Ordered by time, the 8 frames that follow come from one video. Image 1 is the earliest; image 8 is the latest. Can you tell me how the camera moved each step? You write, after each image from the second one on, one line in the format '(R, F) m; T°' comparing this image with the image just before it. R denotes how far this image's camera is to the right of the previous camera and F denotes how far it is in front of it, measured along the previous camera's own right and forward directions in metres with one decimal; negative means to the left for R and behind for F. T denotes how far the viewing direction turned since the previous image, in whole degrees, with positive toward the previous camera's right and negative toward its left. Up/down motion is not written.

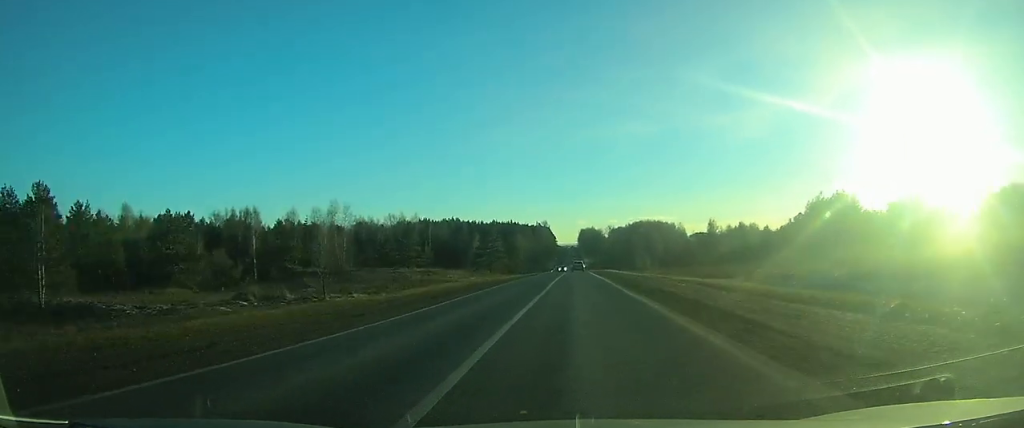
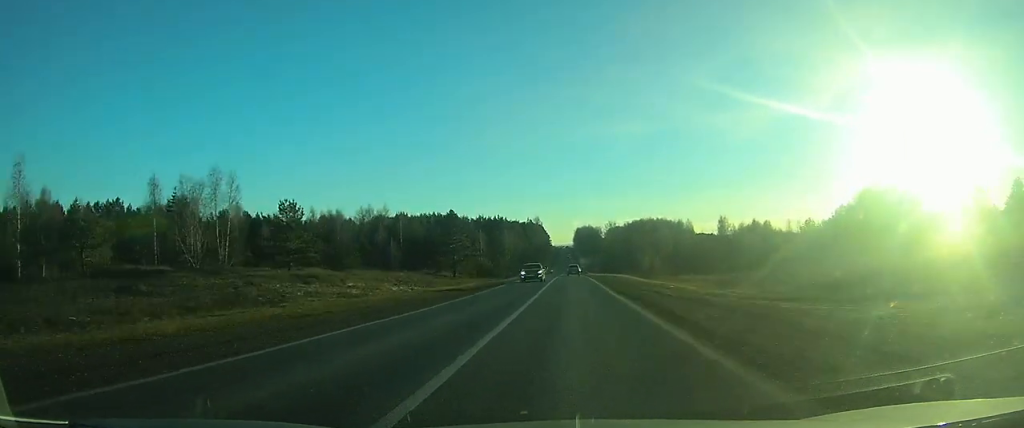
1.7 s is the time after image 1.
(0.0, +35.1) m; 0°
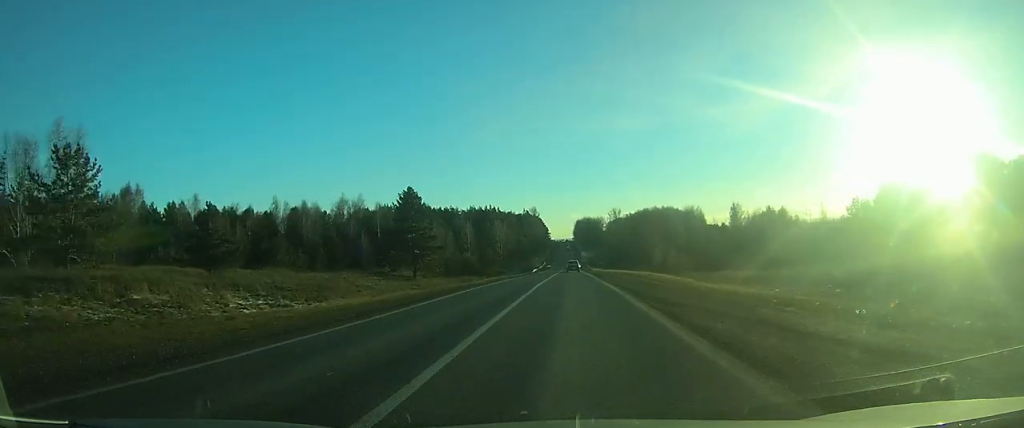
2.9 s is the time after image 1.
(-0.1, +23.4) m; 0°
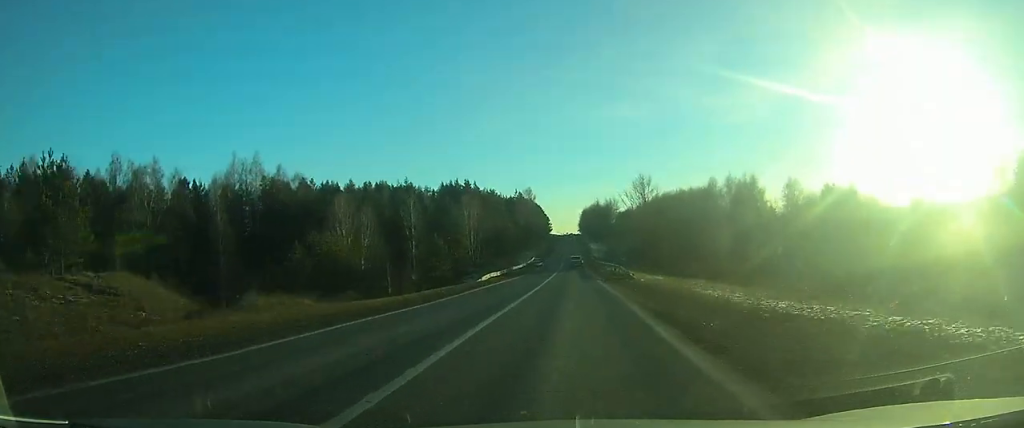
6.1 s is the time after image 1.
(0.0, +57.2) m; 0°
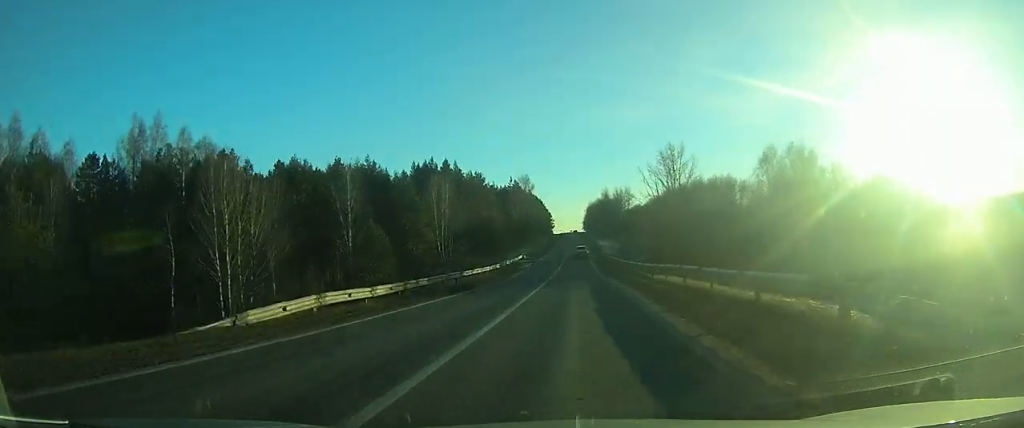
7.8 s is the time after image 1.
(0.0, +29.9) m; 0°
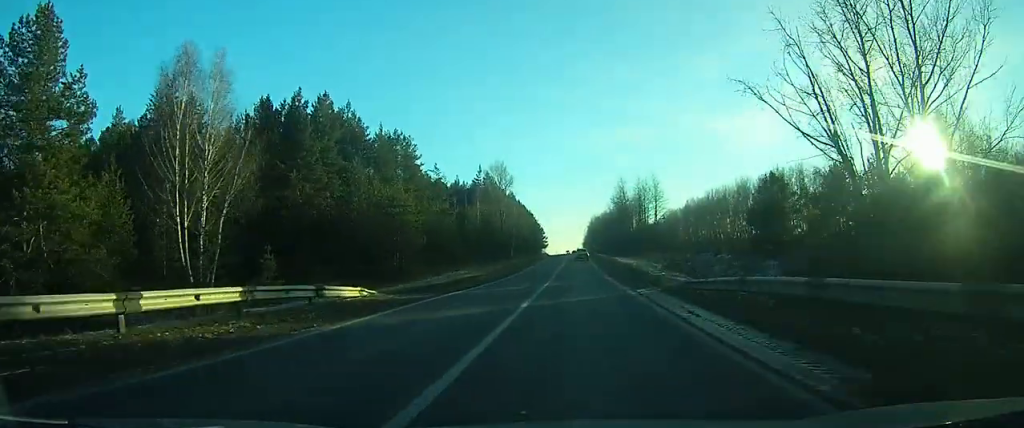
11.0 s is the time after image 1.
(-0.2, +69.1) m; 0°
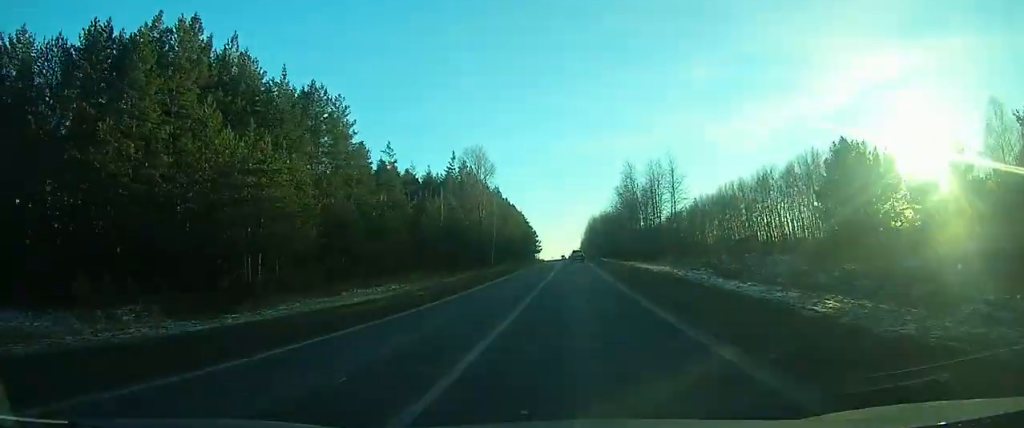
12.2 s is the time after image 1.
(0.0, +28.5) m; 0°
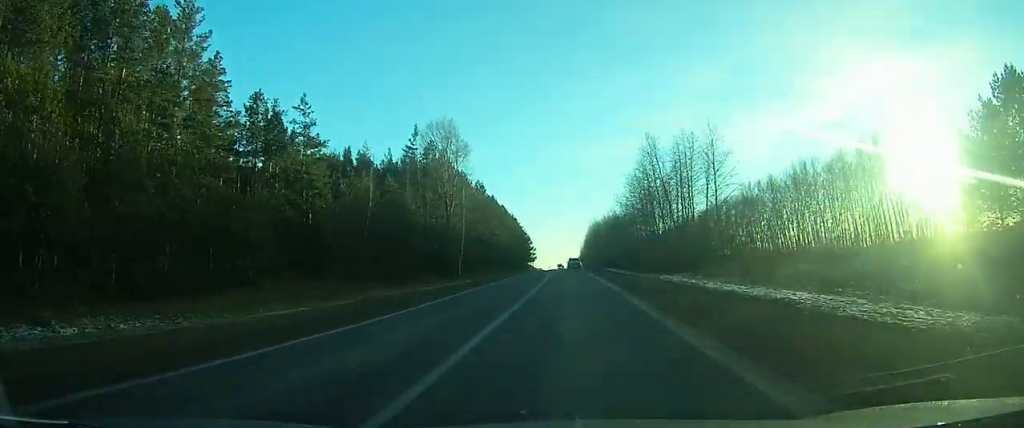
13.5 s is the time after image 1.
(-0.1, +30.8) m; 0°
